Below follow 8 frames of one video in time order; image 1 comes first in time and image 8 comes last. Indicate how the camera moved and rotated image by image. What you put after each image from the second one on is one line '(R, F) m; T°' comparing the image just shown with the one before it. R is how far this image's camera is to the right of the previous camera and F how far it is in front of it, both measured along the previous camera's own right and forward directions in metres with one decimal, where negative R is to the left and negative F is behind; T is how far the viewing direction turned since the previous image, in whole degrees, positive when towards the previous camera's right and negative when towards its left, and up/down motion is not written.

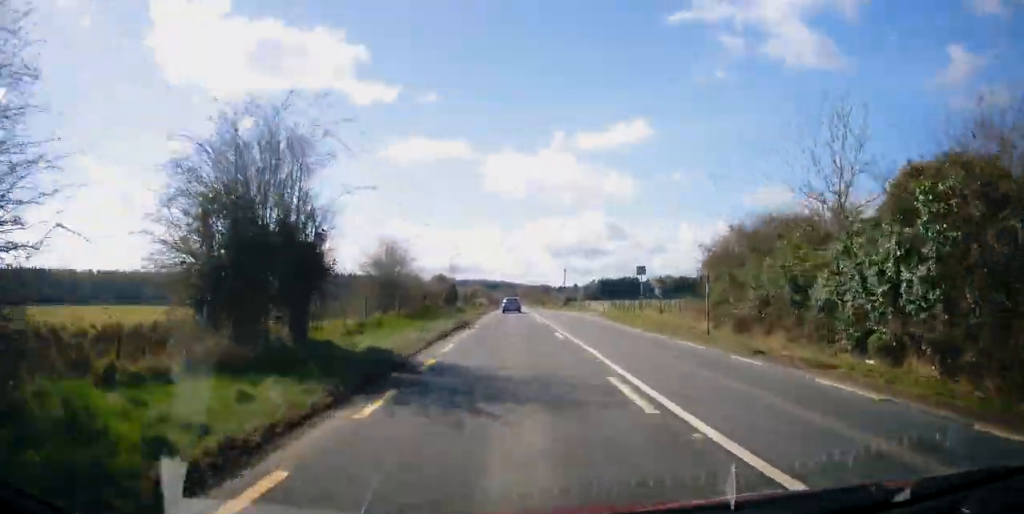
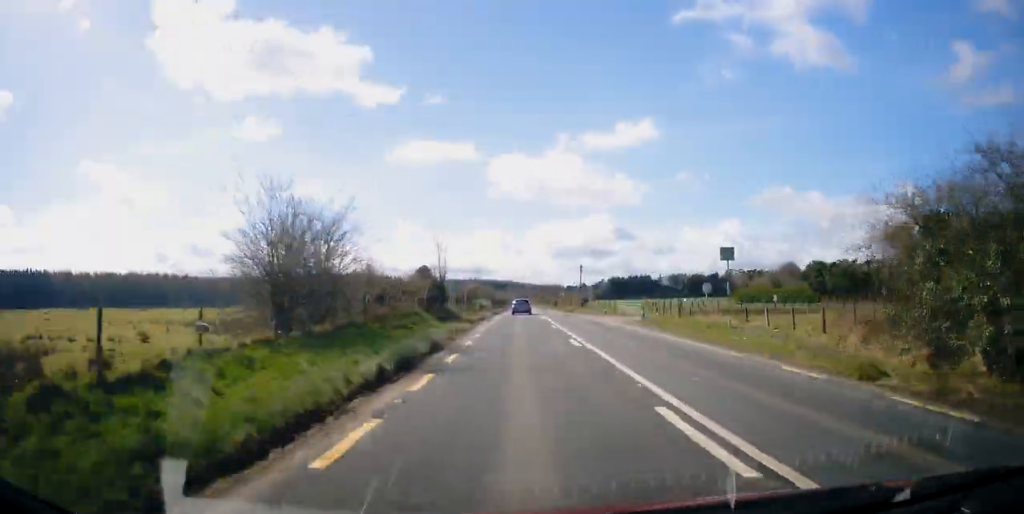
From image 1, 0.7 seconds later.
(0.0, +14.1) m; 0°
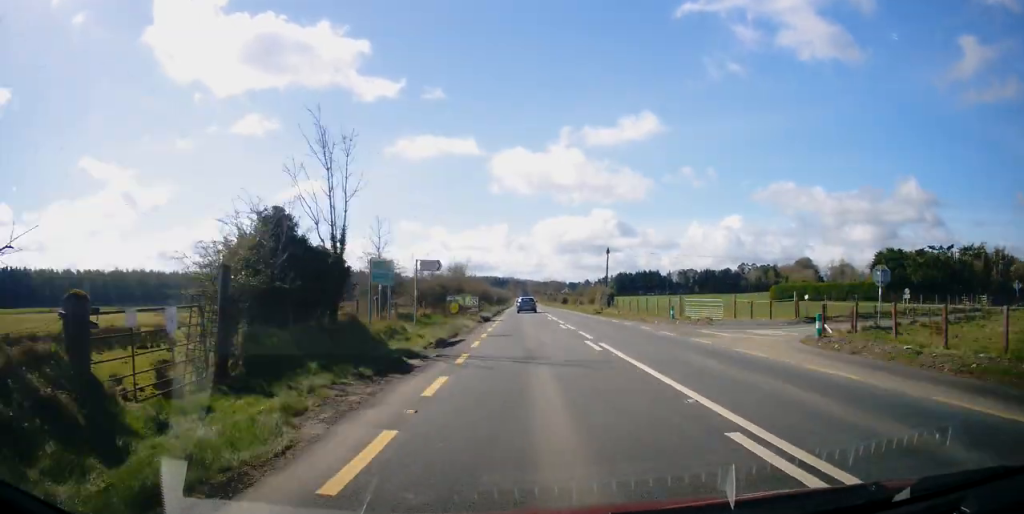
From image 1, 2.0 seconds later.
(+0.1, +24.9) m; 0°
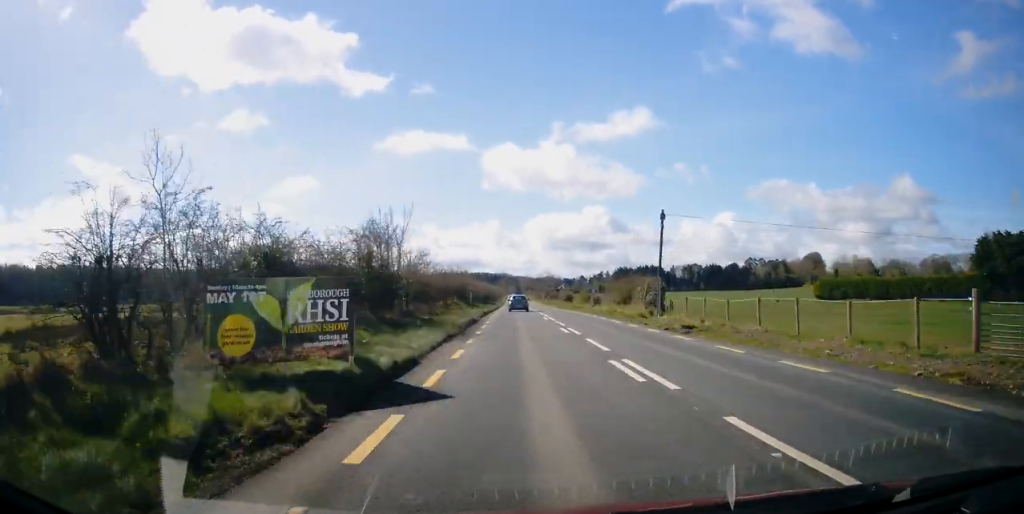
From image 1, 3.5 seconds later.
(0.0, +27.4) m; 0°
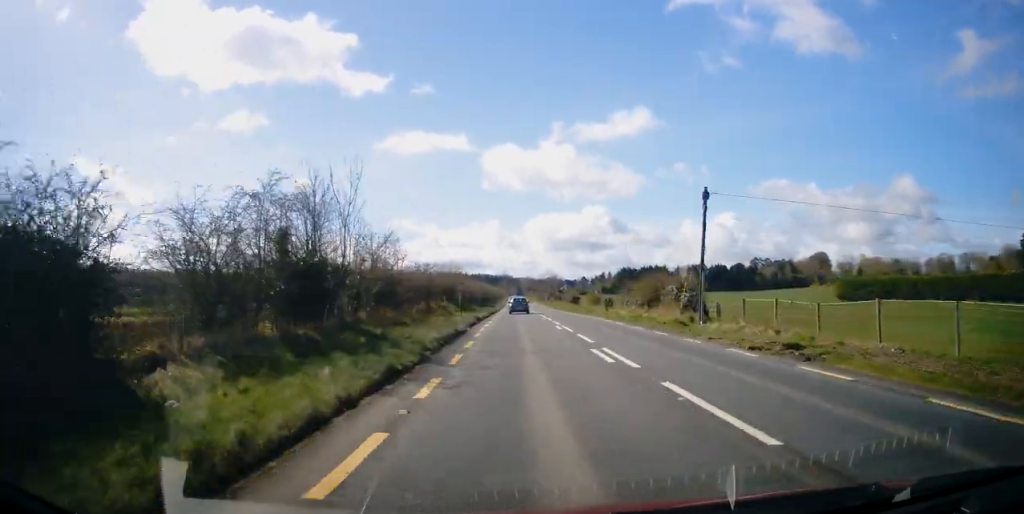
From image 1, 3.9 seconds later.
(0.0, +9.0) m; 0°
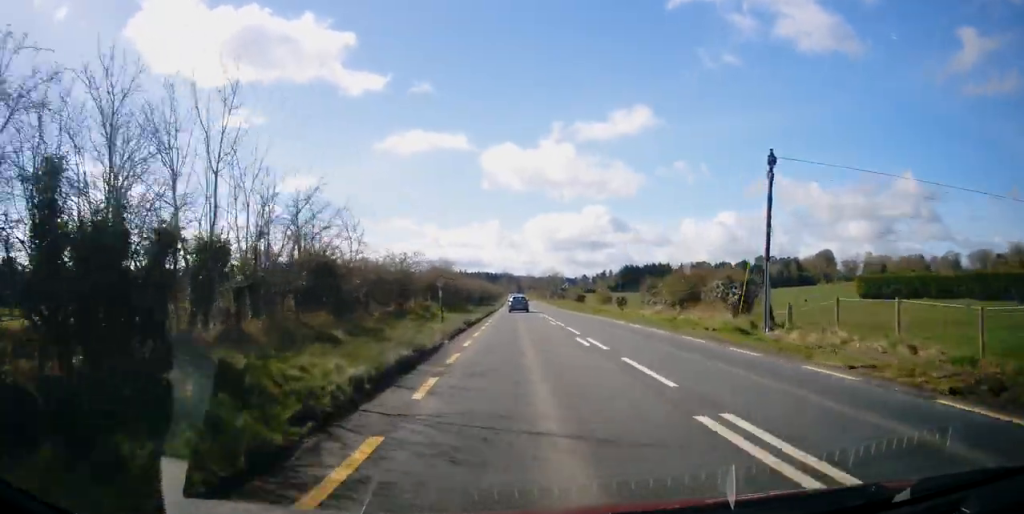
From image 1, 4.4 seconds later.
(0.0, +8.3) m; 0°
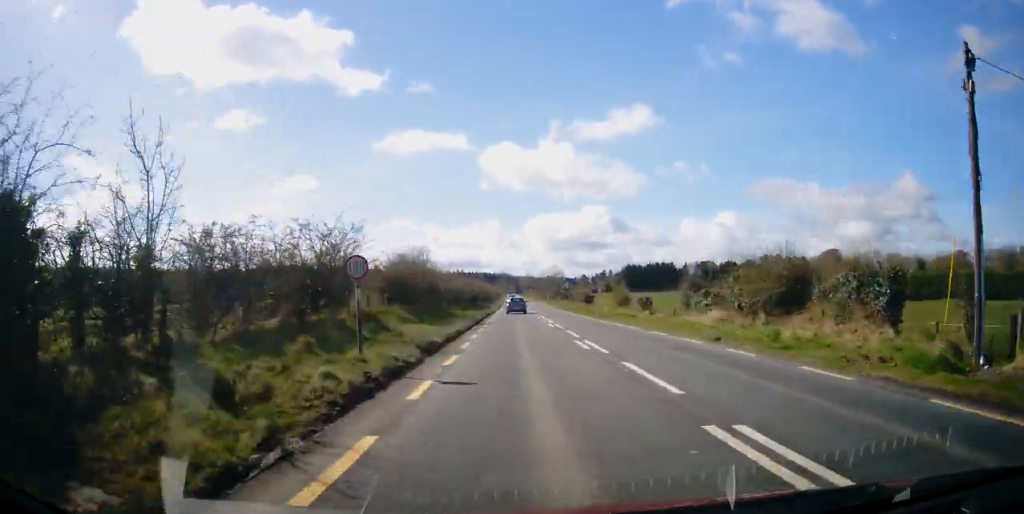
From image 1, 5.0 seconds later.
(-0.1, +12.1) m; 0°
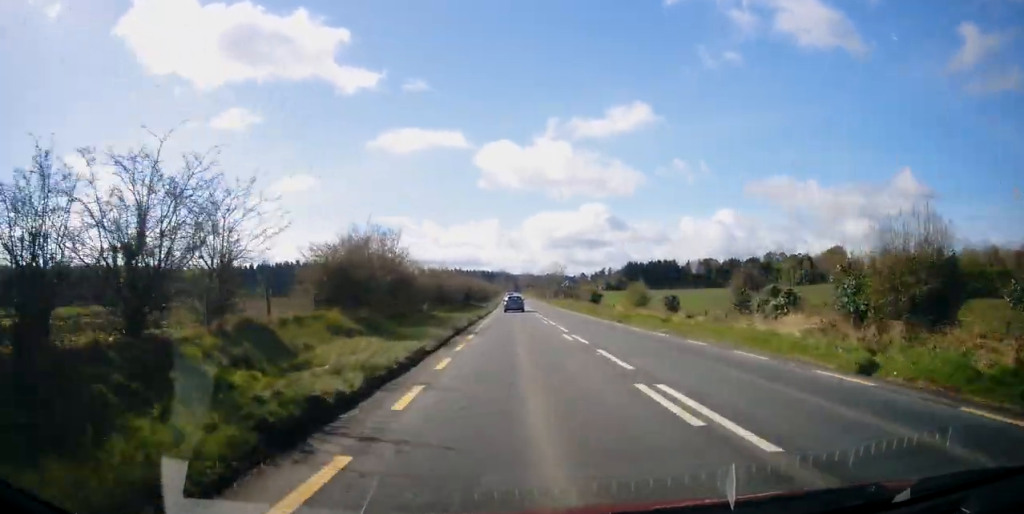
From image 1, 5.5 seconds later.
(-0.1, +8.9) m; 0°
